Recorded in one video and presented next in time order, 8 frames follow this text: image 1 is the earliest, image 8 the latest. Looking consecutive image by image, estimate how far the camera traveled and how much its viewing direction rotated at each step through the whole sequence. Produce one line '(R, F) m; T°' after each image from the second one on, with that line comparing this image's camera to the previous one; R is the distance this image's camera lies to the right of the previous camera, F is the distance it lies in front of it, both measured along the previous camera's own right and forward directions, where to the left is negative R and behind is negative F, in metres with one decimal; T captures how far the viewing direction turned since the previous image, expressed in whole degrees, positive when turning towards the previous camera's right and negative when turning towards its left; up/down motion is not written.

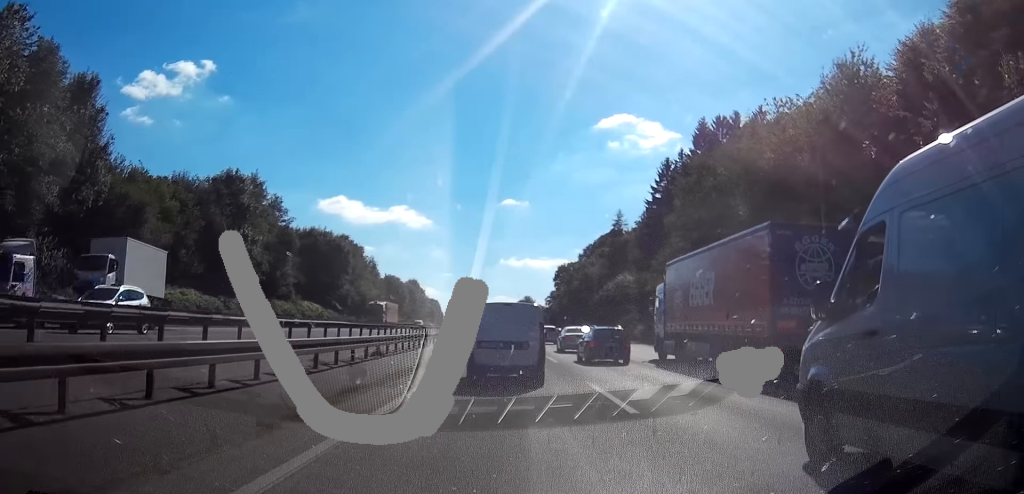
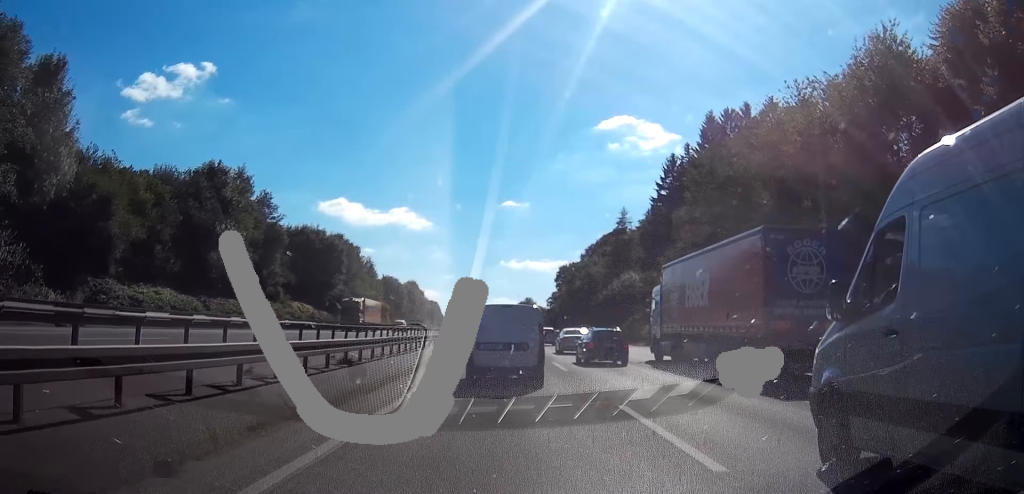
(0.0, +5.1) m; 0°
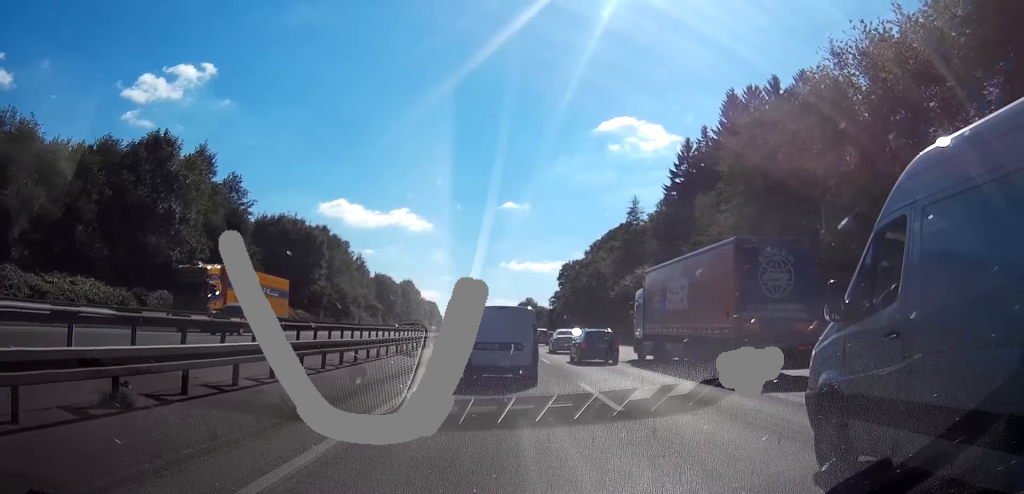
(-0.1, +12.8) m; -1°
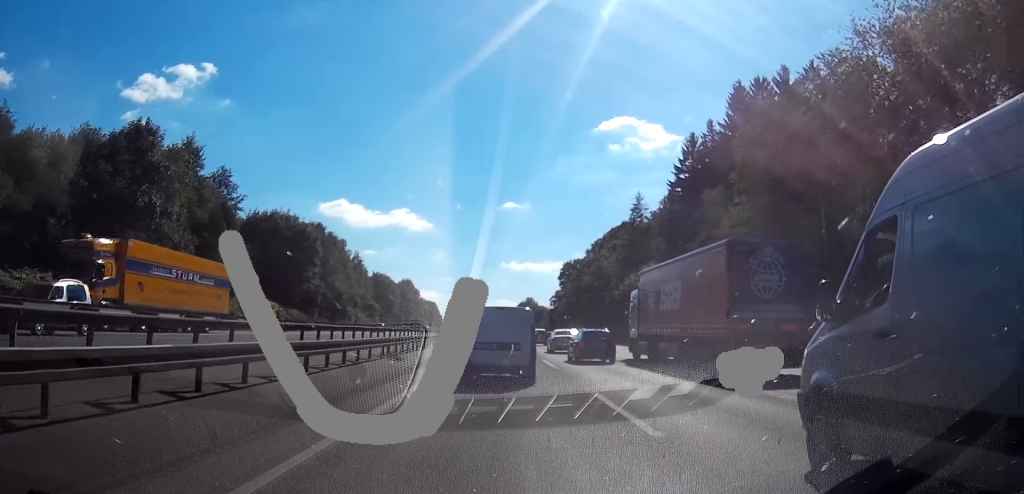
(0.0, +3.8) m; 0°
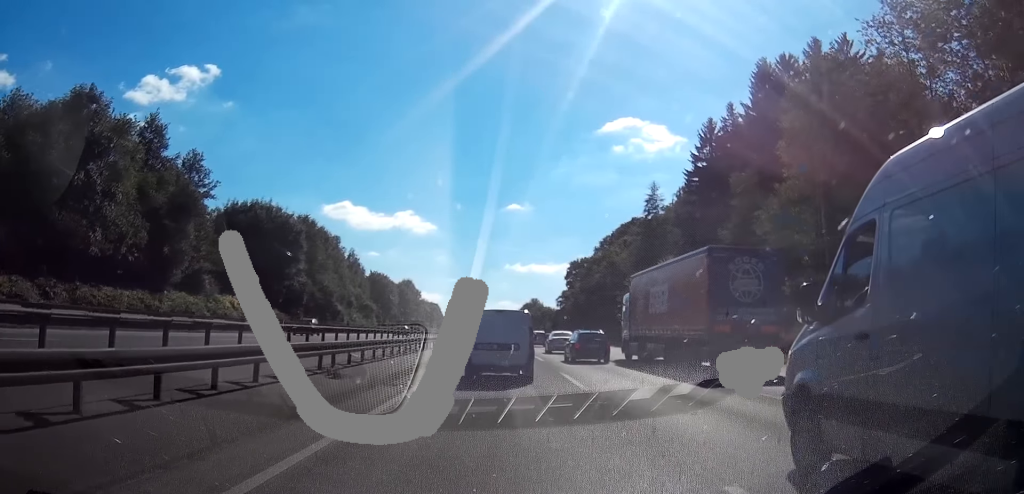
(0.0, +10.3) m; -1°
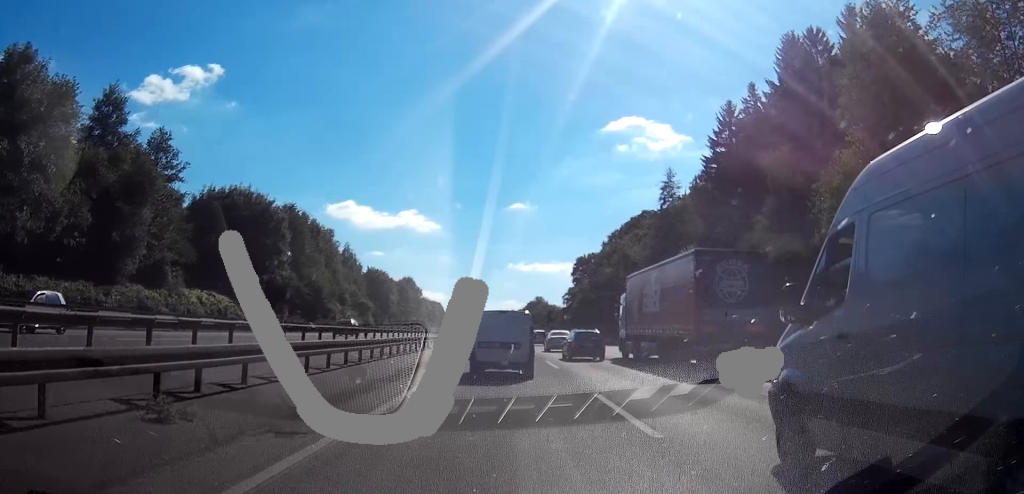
(-0.1, +9.8) m; -1°
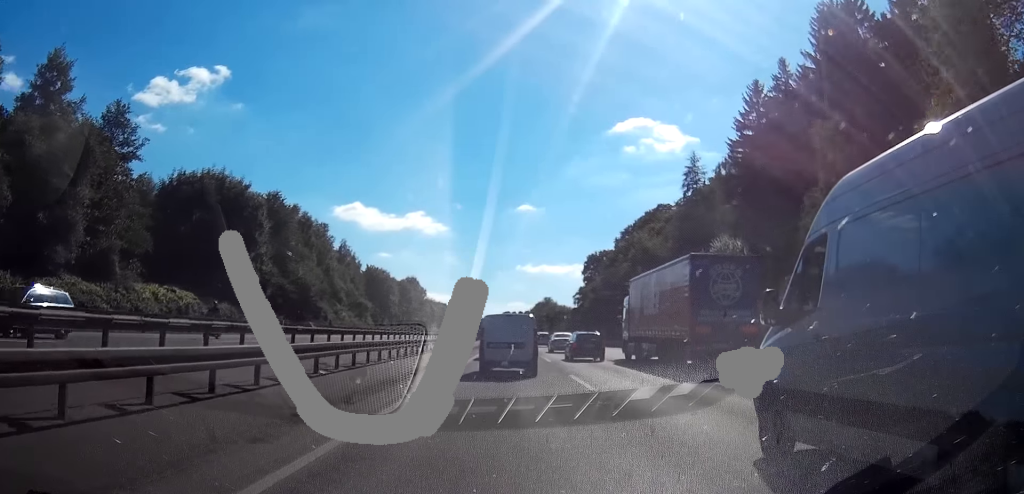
(-0.1, +11.5) m; -2°
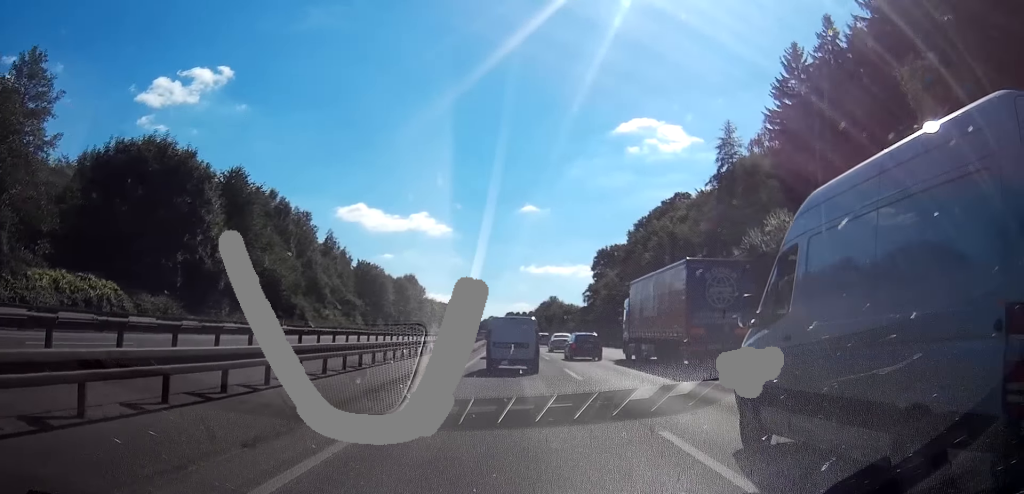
(-0.4, +16.8) m; -1°
